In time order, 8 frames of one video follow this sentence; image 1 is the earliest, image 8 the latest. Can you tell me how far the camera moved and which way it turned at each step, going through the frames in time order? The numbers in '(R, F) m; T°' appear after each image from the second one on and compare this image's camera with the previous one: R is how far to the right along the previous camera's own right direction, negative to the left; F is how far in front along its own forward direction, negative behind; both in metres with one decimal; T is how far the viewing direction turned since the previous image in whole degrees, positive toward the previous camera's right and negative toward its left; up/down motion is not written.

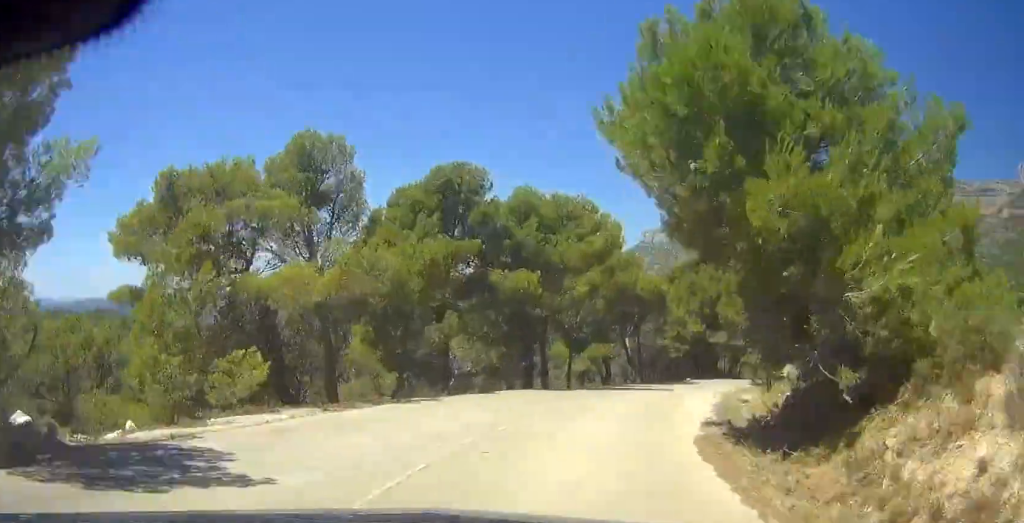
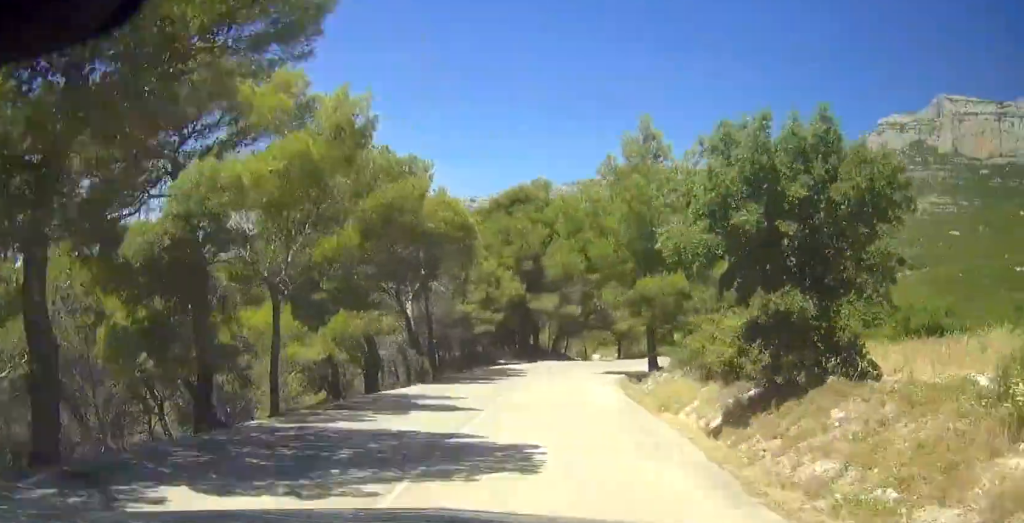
(+2.7, +15.9) m; +15°
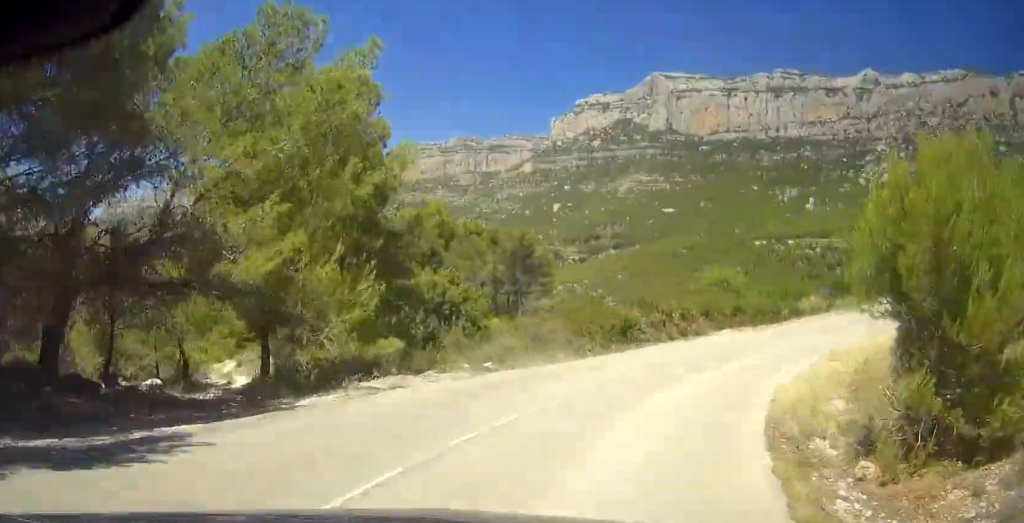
(+8.3, +36.1) m; +32°
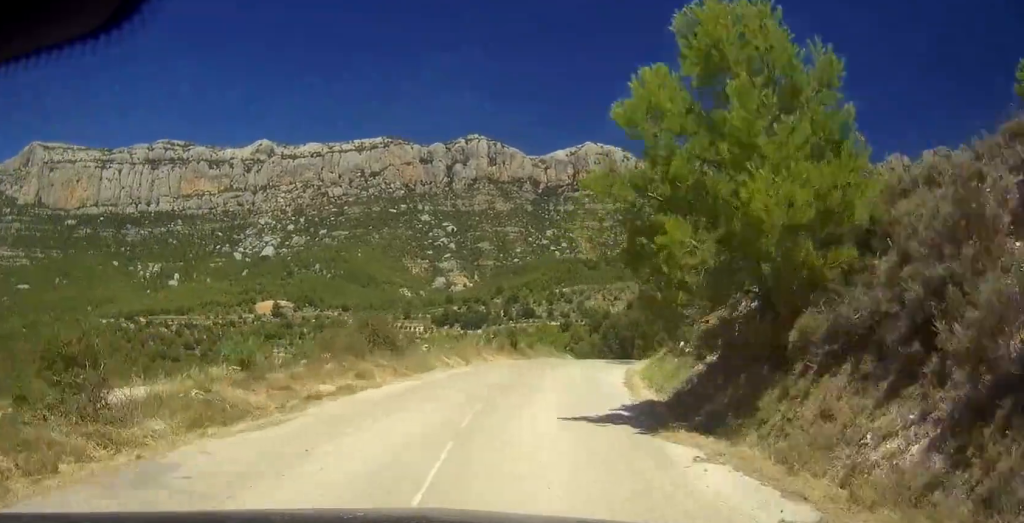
(+32.7, +74.9) m; +34°
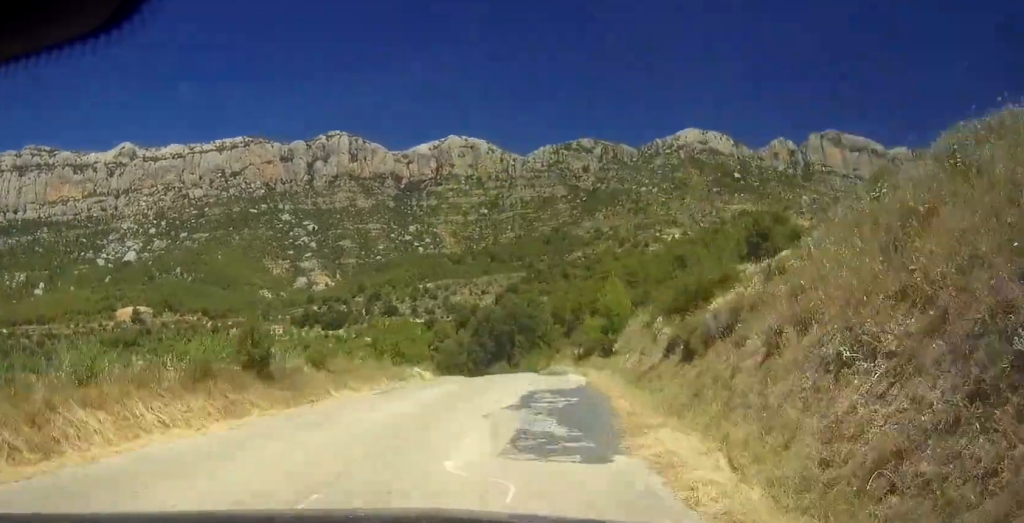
(+1.9, +26.1) m; +2°
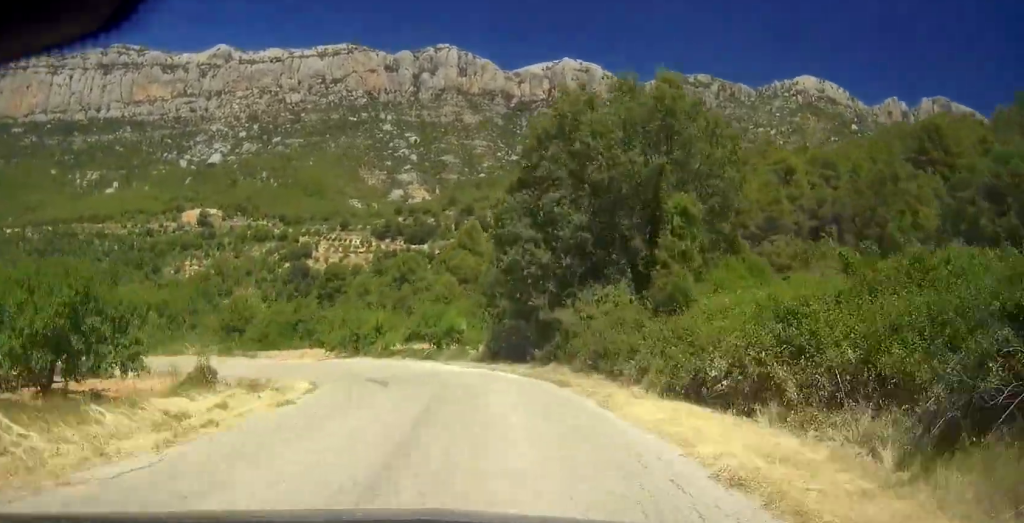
(+0.2, +70.7) m; -28°
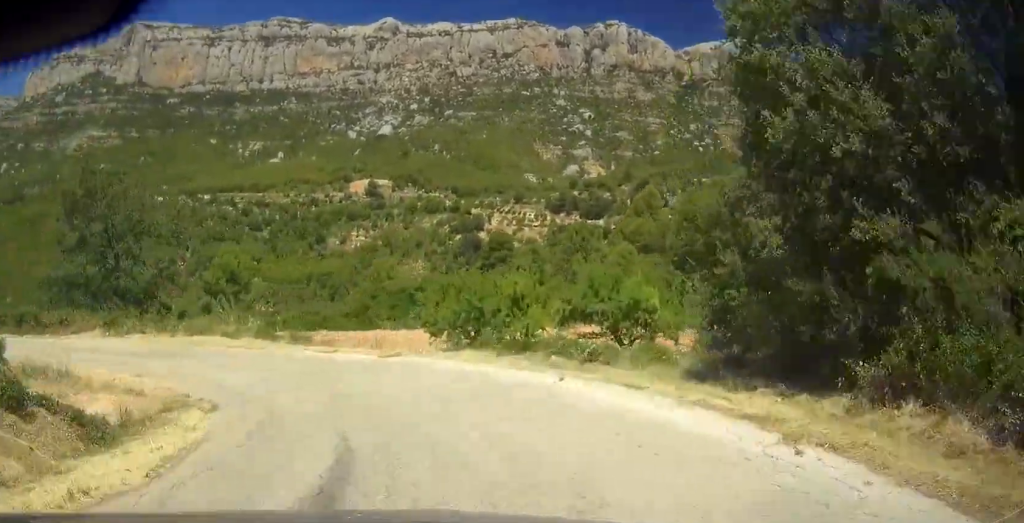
(-4.5, +13.8) m; -16°
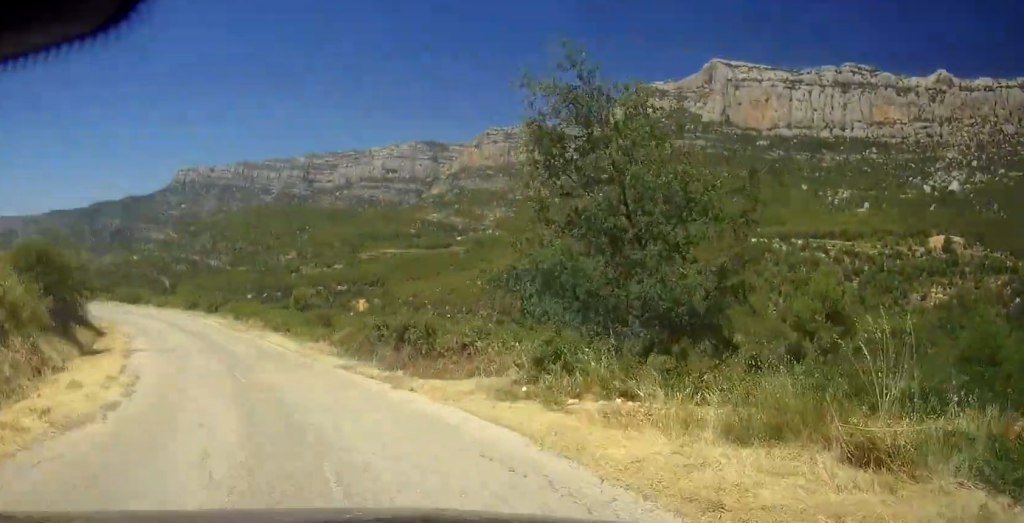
(-10.8, +23.3) m; -28°
